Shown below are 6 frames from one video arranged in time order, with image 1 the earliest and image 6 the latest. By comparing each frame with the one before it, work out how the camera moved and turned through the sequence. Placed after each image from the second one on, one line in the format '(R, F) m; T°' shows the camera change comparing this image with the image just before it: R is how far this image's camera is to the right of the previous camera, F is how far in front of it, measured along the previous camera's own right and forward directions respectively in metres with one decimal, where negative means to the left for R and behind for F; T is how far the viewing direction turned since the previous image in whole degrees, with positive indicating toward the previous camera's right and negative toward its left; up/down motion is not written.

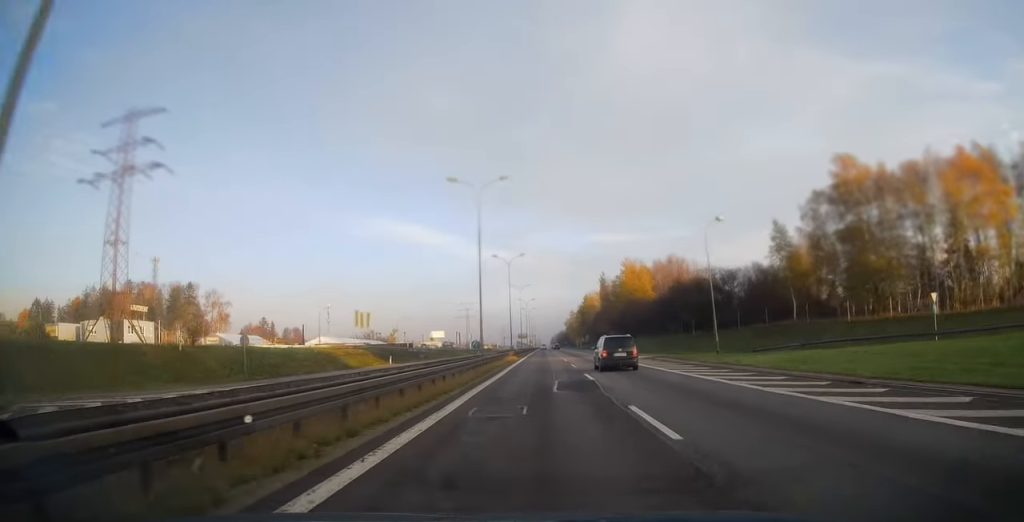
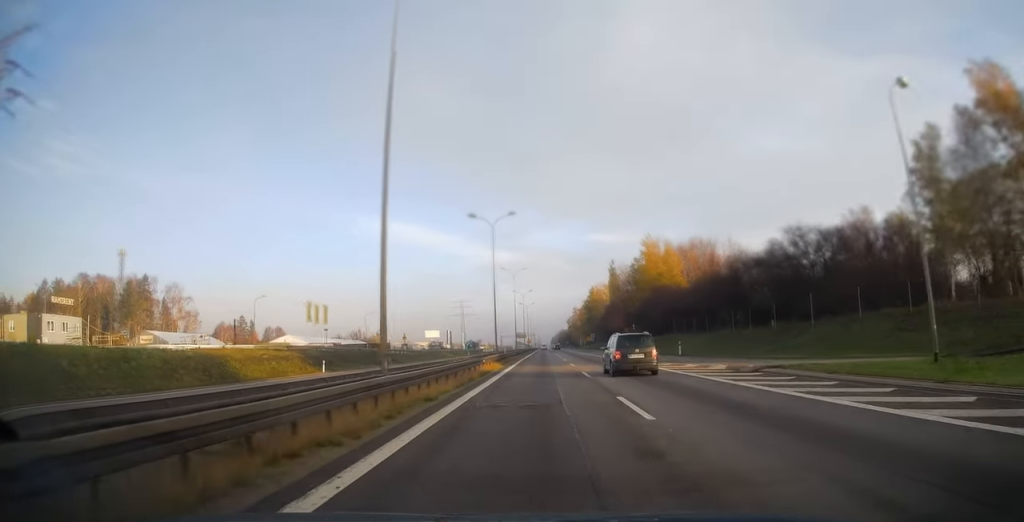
(-0.1, +23.4) m; 0°
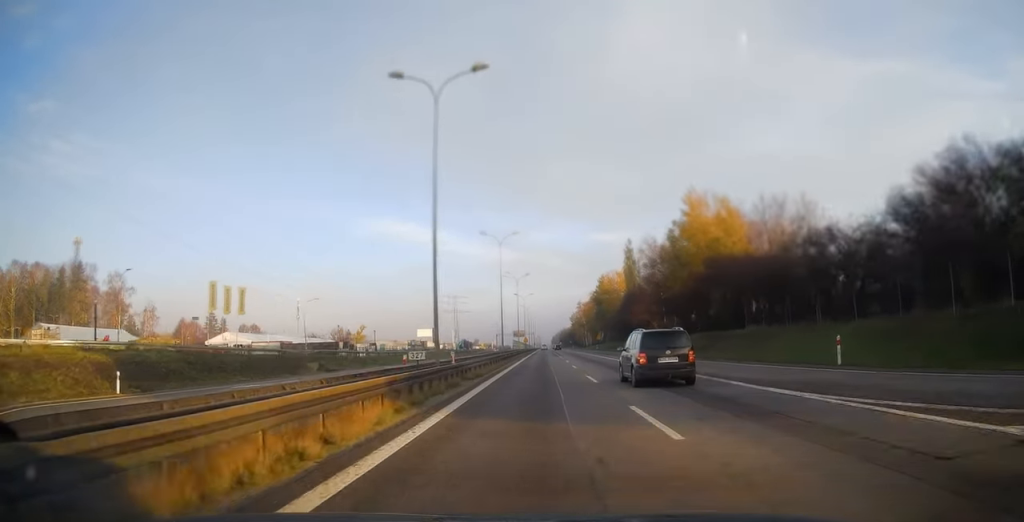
(0.0, +27.7) m; 0°
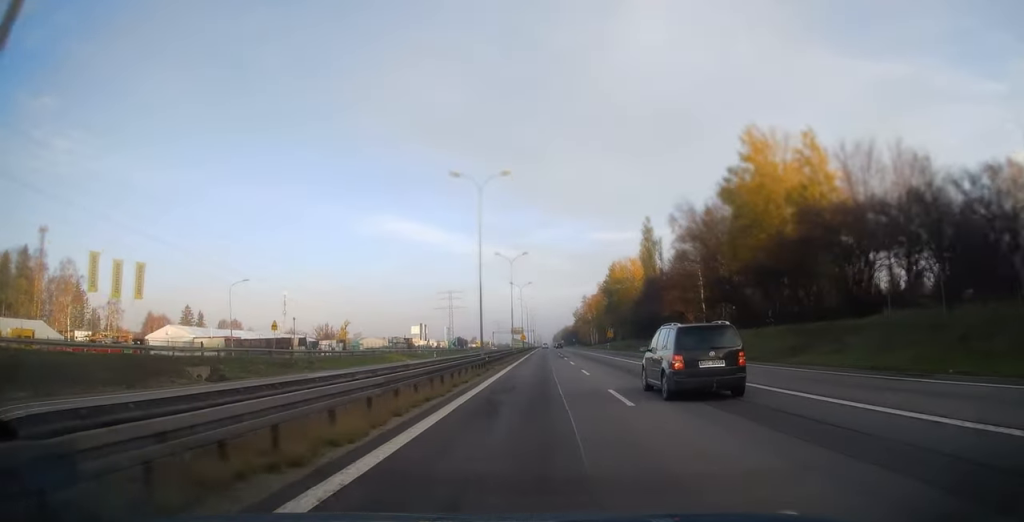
(0.0, +19.7) m; 0°
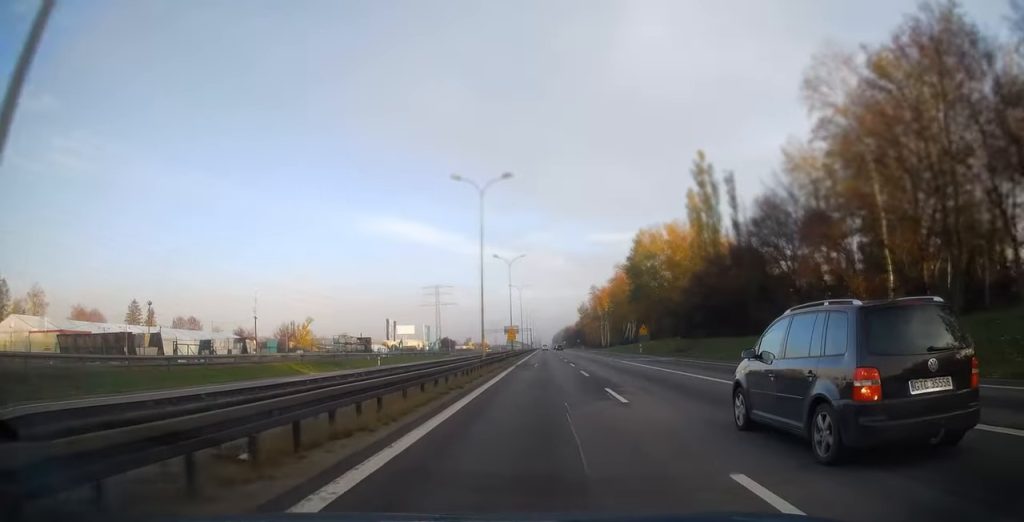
(0.0, +34.5) m; 0°
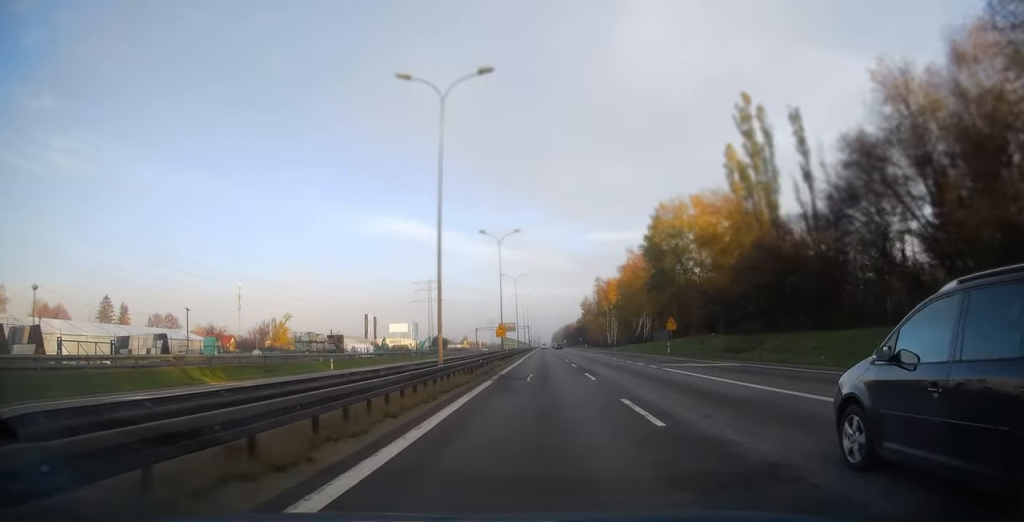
(0.0, +15.4) m; 0°
